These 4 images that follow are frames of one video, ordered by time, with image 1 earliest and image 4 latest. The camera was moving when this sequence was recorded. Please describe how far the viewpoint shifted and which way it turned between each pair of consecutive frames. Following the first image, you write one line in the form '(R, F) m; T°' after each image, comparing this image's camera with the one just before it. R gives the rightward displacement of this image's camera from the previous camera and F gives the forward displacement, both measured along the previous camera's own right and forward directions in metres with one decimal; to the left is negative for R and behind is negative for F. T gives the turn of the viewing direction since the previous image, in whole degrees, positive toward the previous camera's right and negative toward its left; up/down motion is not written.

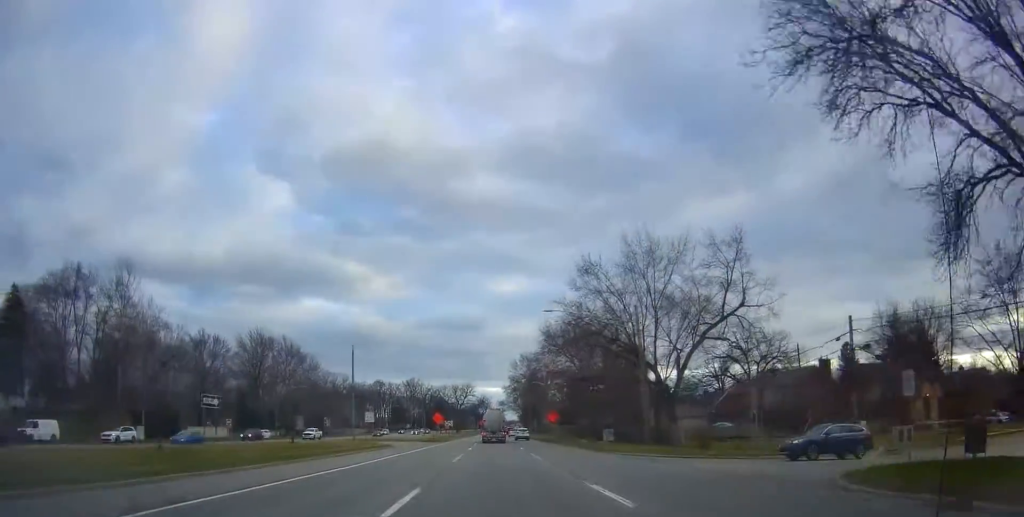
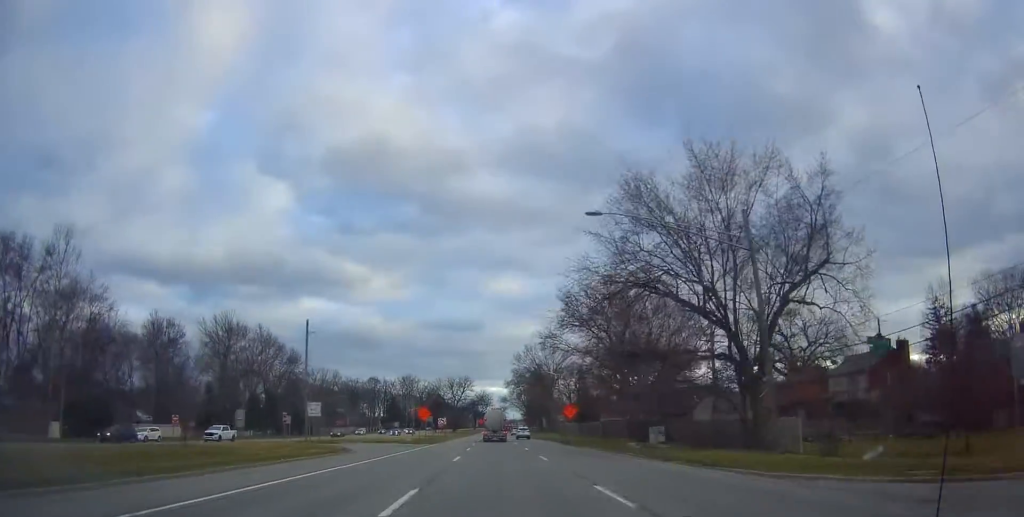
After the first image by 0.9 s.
(+0.1, +17.7) m; 0°
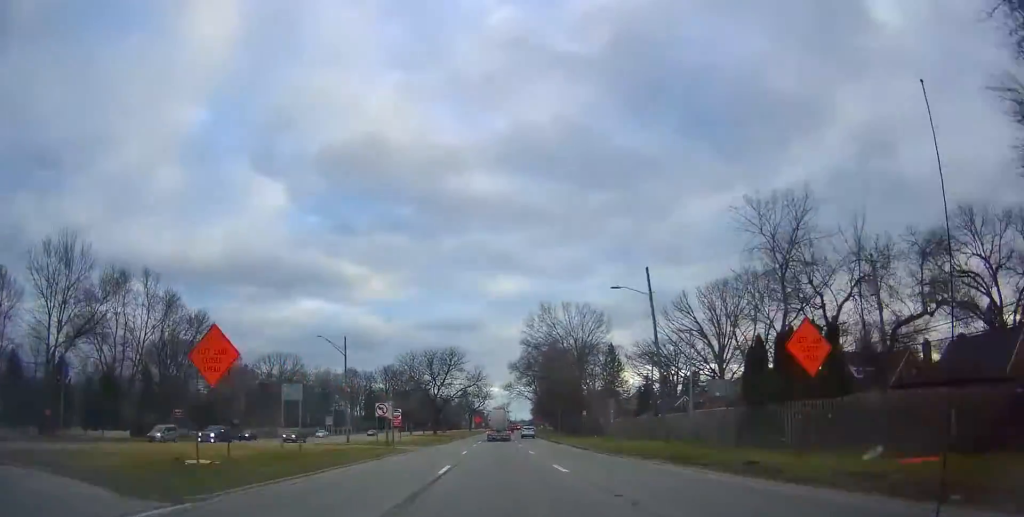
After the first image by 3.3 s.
(0.0, +49.5) m; 0°
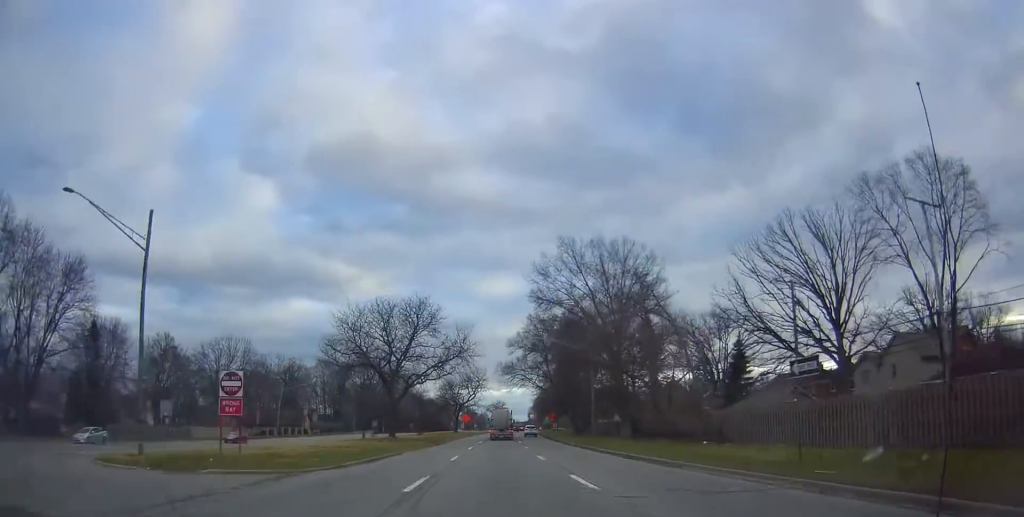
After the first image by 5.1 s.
(0.0, +36.1) m; 0°
